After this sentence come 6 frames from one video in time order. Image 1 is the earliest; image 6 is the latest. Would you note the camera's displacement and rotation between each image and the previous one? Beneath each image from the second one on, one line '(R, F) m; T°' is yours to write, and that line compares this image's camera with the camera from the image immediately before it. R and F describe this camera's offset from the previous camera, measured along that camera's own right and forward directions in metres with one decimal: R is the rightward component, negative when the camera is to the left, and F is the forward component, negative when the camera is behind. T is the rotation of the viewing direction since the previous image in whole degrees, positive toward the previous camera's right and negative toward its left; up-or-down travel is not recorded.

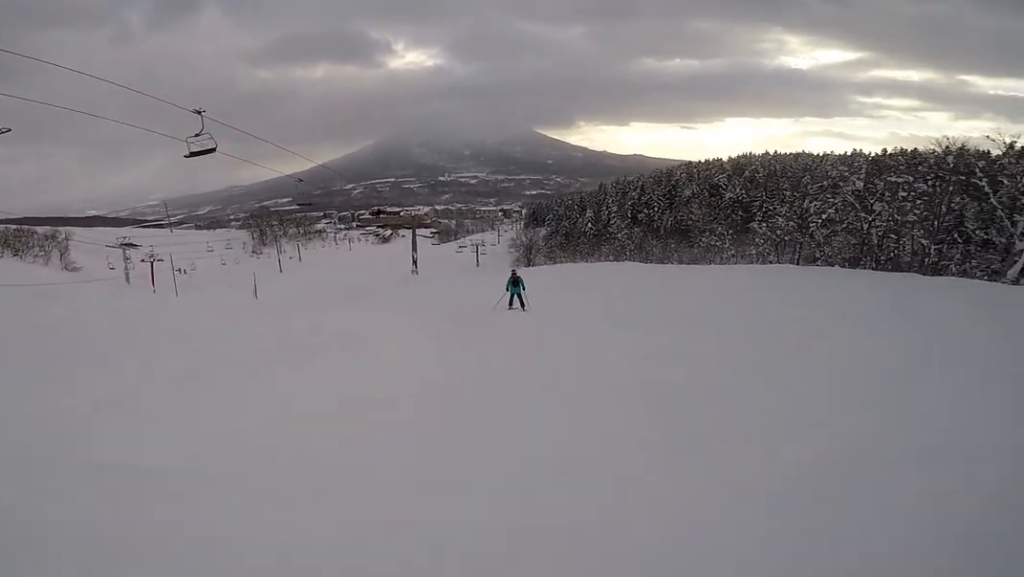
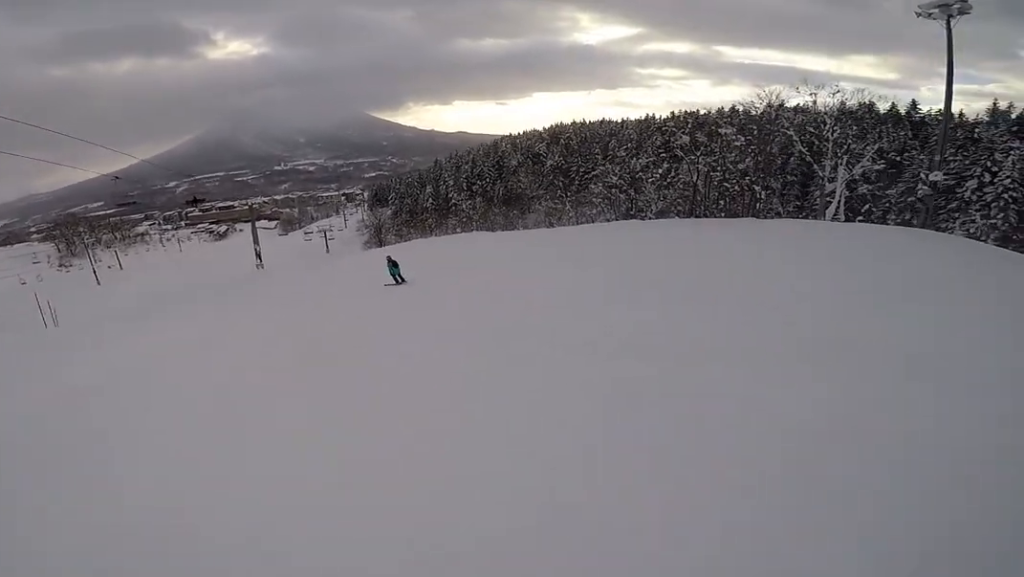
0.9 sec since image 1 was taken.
(+0.7, +3.7) m; +28°
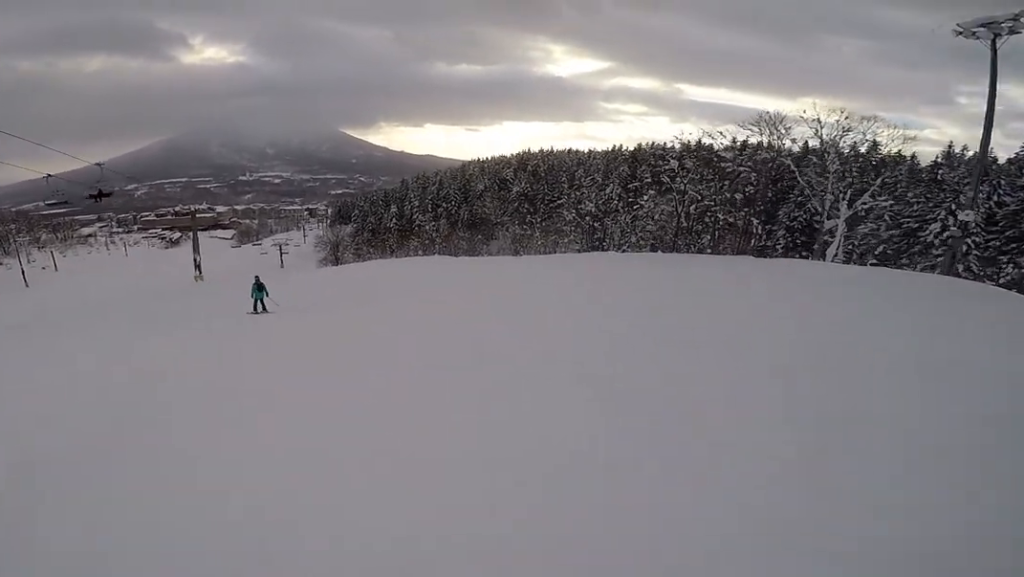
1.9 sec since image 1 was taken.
(+1.5, +5.1) m; 0°
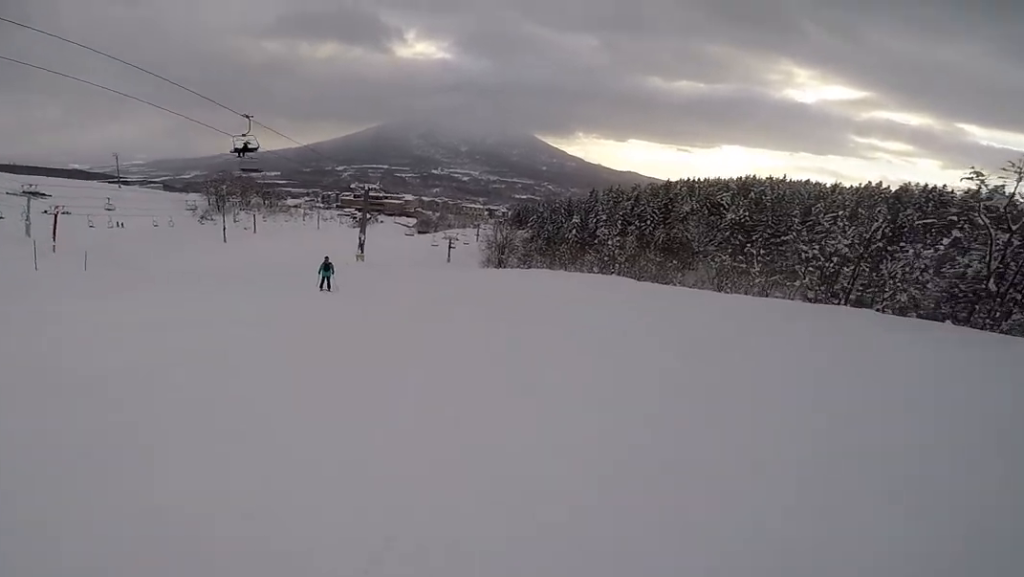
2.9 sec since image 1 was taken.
(-1.5, +5.3) m; -30°
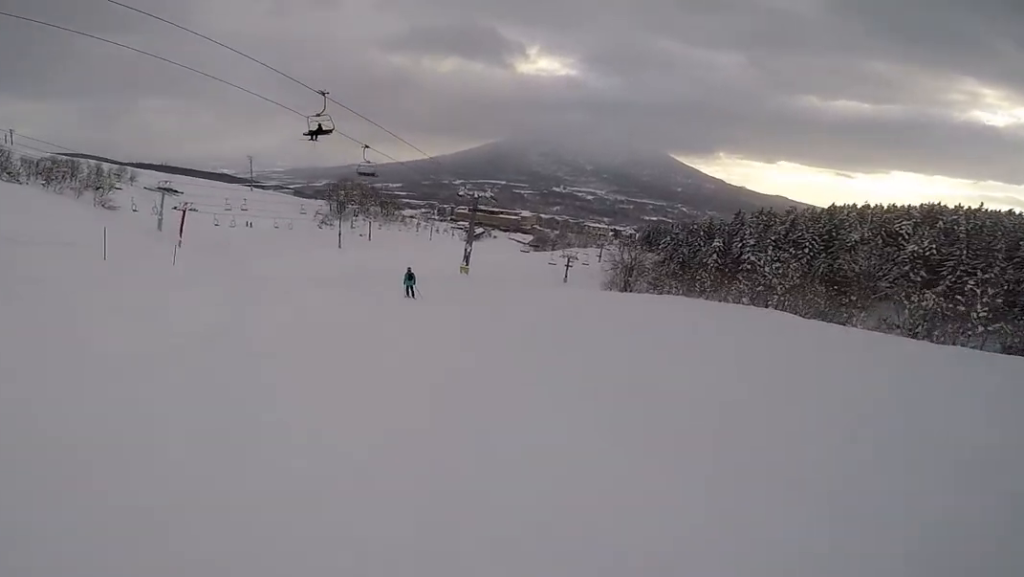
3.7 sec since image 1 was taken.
(-1.0, +4.8) m; -15°
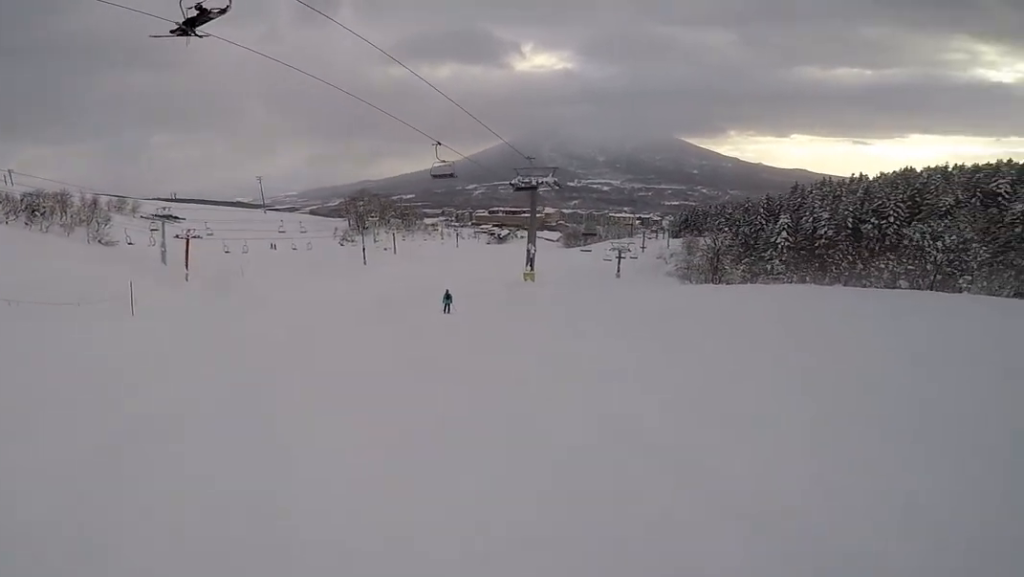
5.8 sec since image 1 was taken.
(-2.3, +13.3) m; +3°
